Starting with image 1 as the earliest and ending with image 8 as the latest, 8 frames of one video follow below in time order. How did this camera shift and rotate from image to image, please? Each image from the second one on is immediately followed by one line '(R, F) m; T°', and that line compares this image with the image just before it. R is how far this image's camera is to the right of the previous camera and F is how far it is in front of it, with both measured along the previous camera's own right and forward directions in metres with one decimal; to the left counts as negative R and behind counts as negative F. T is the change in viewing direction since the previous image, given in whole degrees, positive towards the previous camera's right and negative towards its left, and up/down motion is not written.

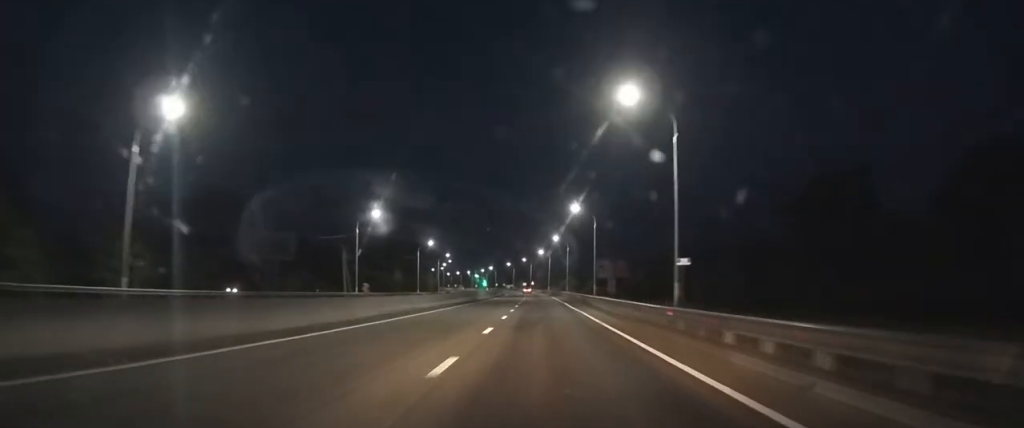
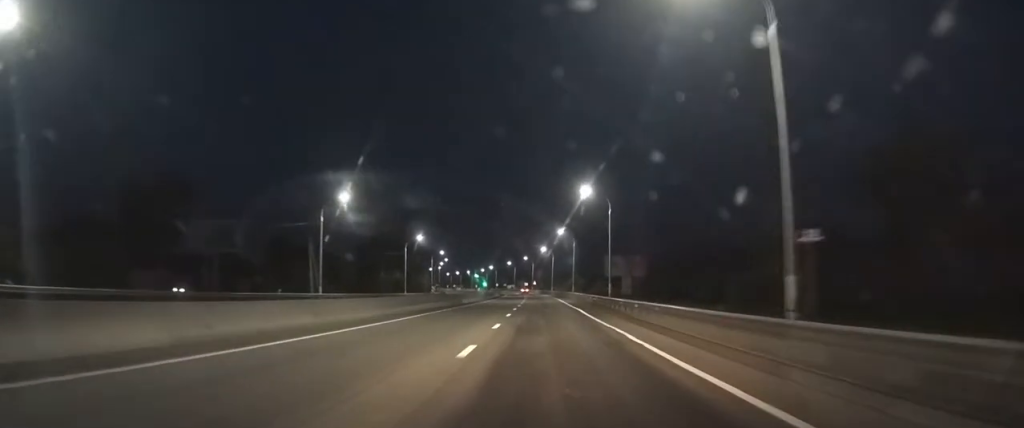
(0.0, +13.7) m; 0°
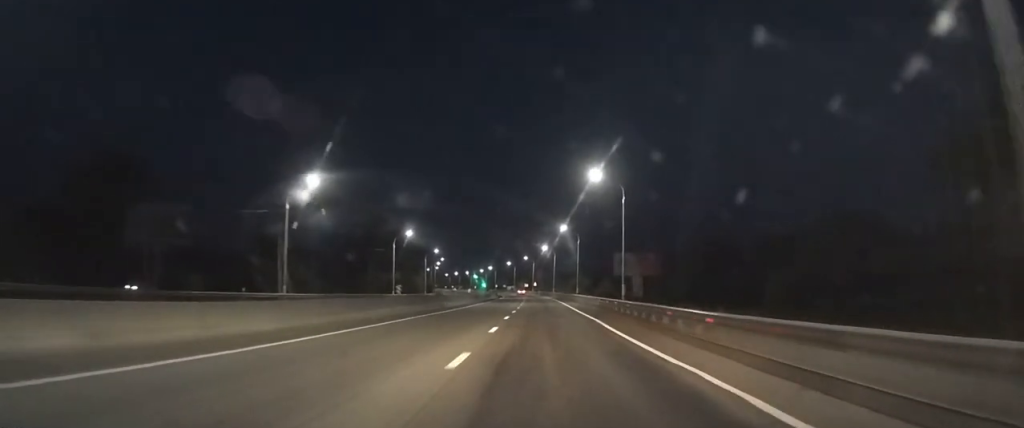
(0.0, +9.9) m; 0°
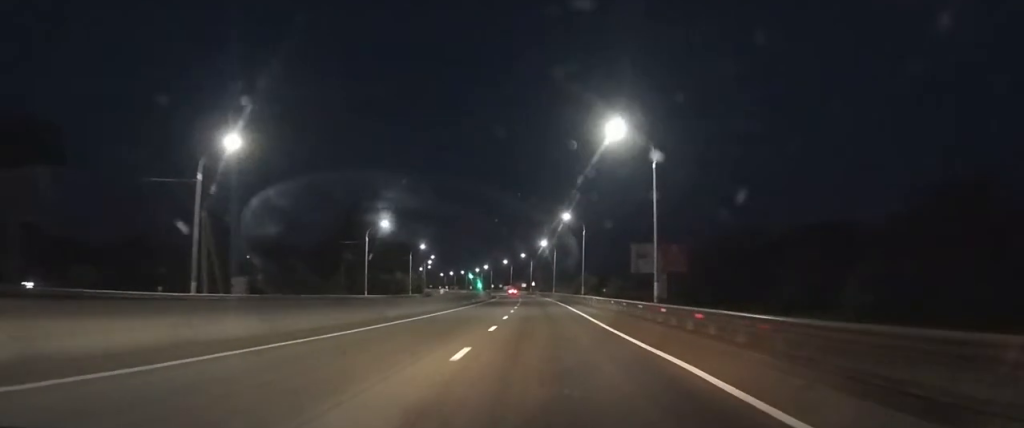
(0.0, +18.1) m; 0°
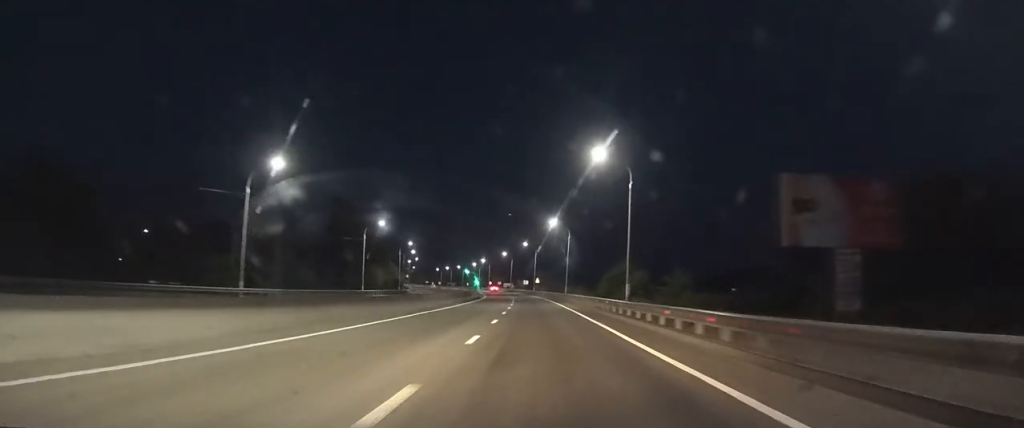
(-0.3, +39.6) m; -1°
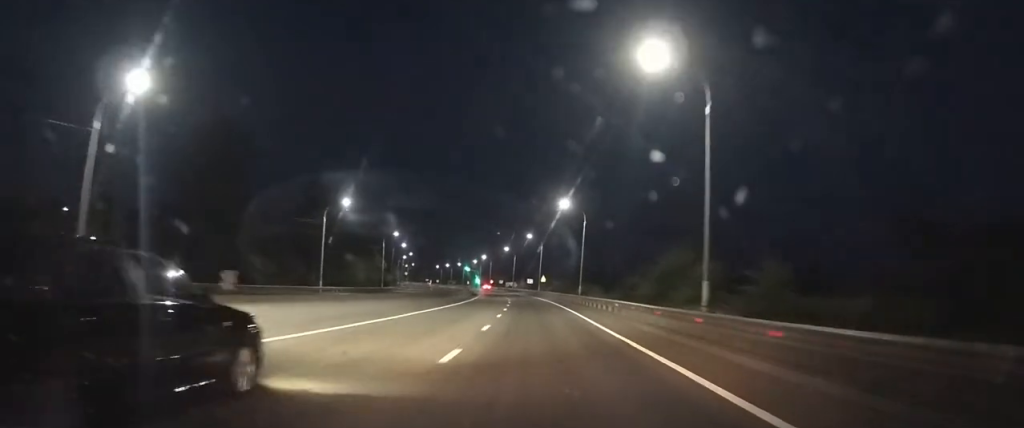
(-0.1, +18.8) m; -1°
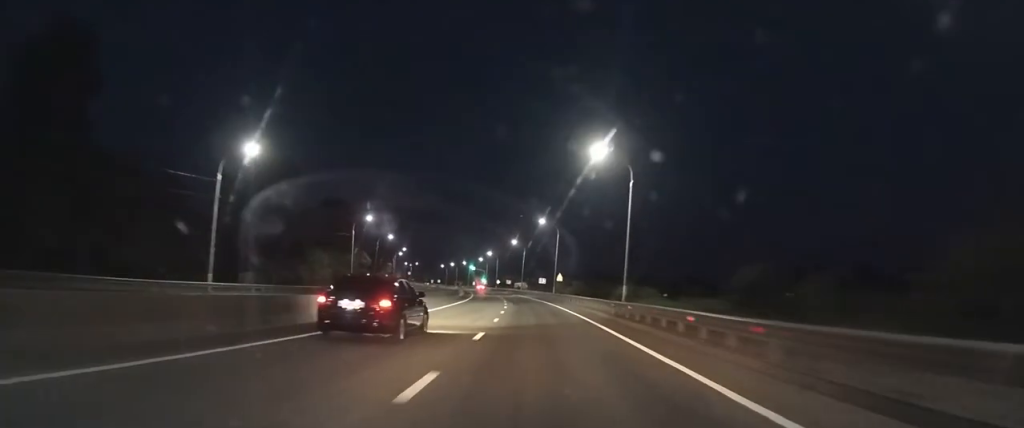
(-0.2, +28.8) m; -1°
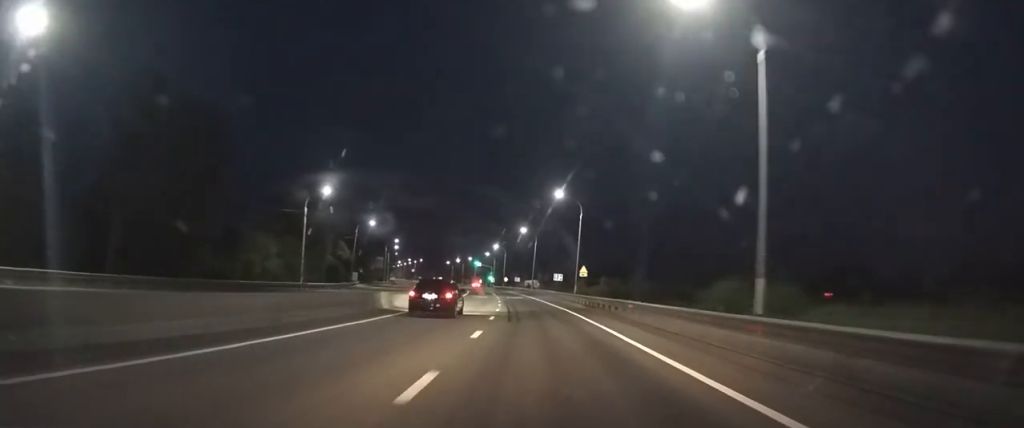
(-0.2, +23.6) m; -1°
